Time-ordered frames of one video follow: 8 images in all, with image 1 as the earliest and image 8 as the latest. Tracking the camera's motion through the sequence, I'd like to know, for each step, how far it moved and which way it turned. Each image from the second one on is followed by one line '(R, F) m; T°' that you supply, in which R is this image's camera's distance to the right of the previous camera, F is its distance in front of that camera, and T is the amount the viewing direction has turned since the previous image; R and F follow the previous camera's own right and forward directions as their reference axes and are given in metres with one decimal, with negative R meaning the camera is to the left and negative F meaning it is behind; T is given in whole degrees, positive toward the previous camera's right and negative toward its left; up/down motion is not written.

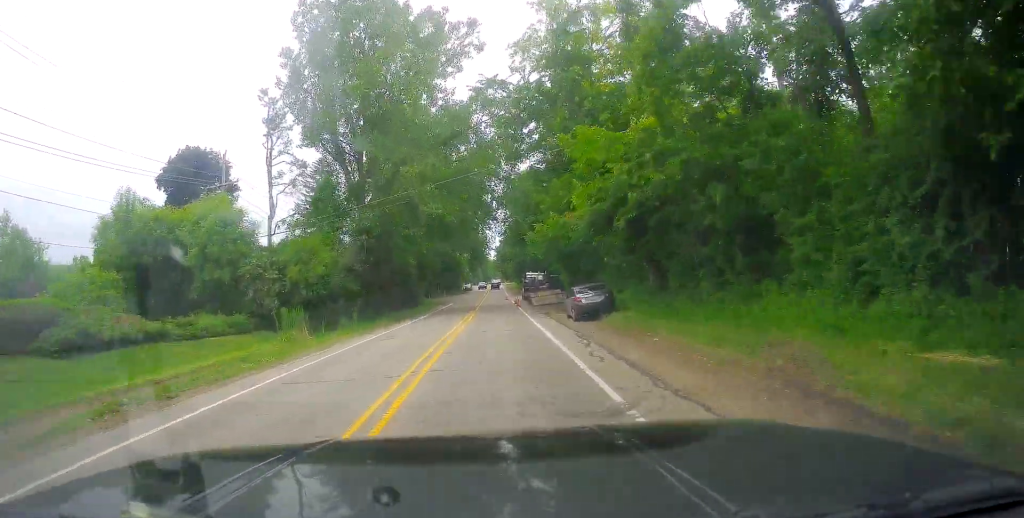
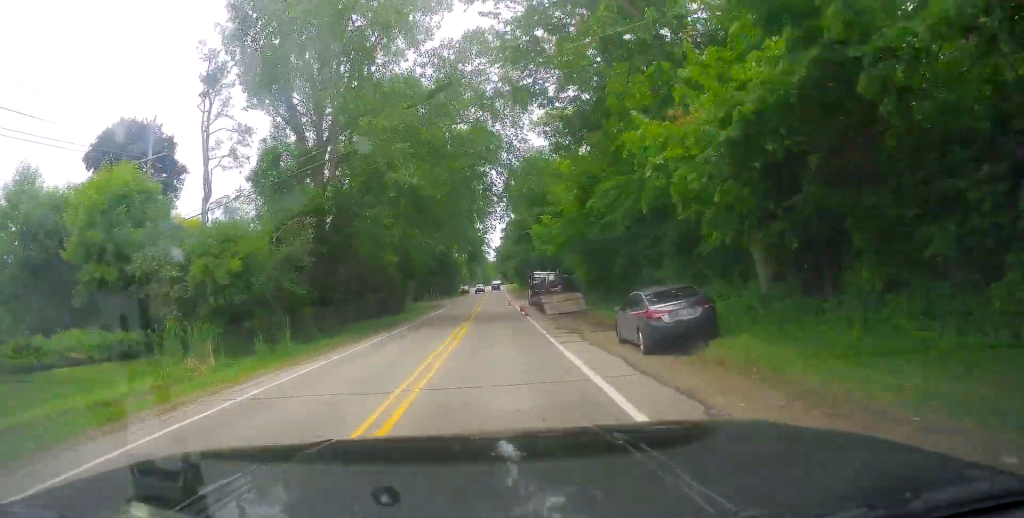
(+0.1, +11.4) m; +1°
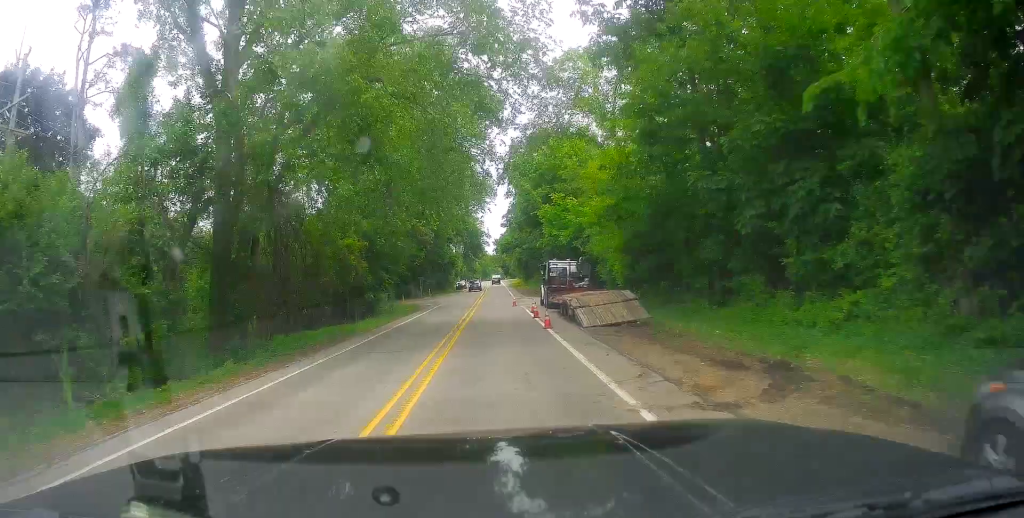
(+0.4, +13.2) m; -1°
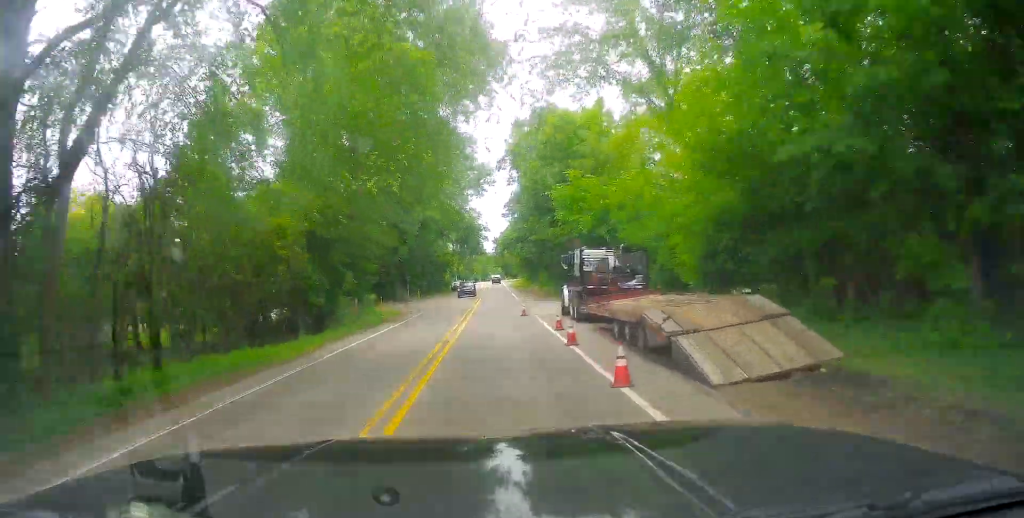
(-0.5, +11.8) m; 0°
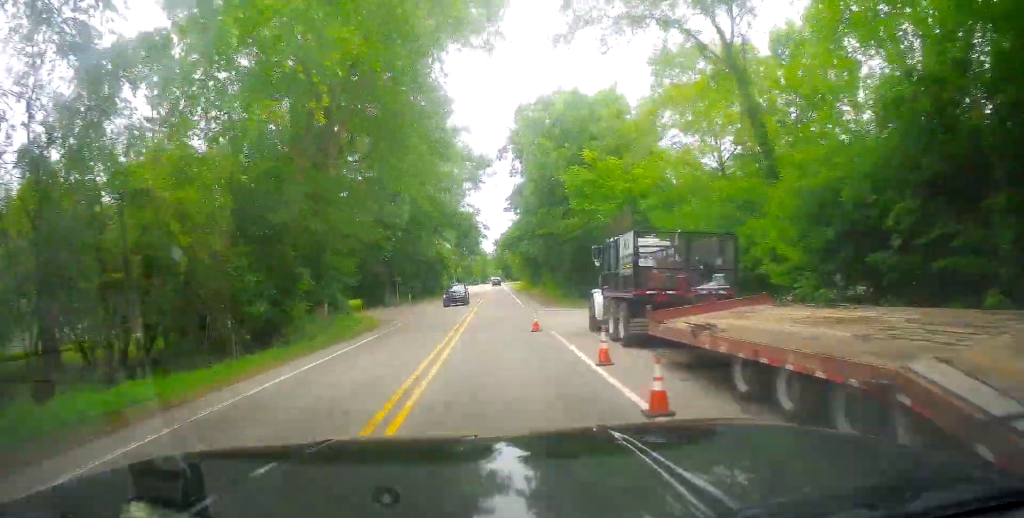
(-0.3, +7.6) m; 0°
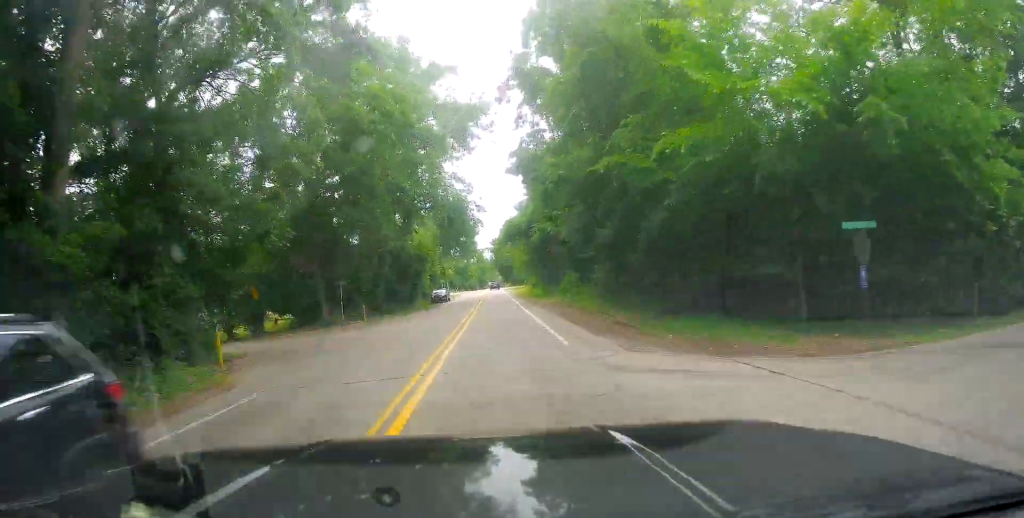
(+1.0, +22.2) m; +2°
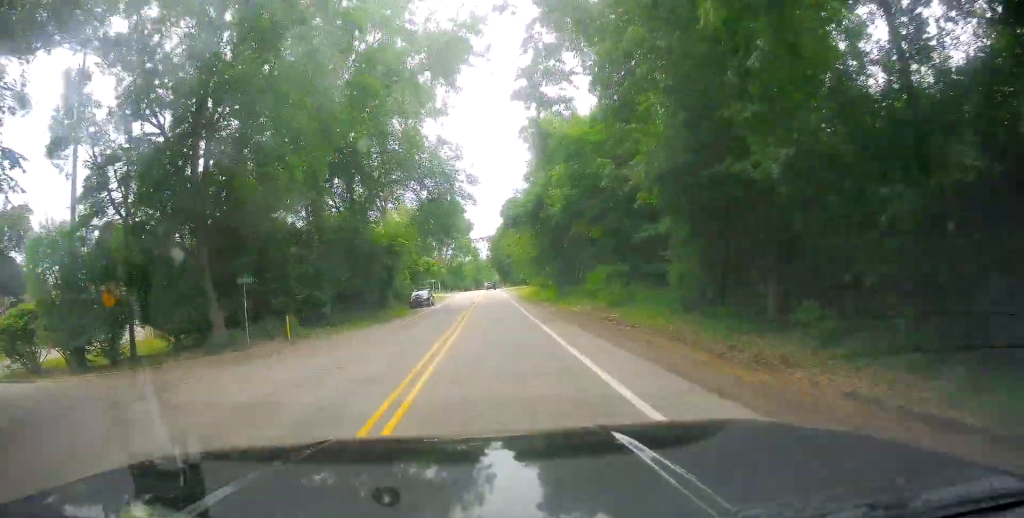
(-0.1, +15.2) m; -2°
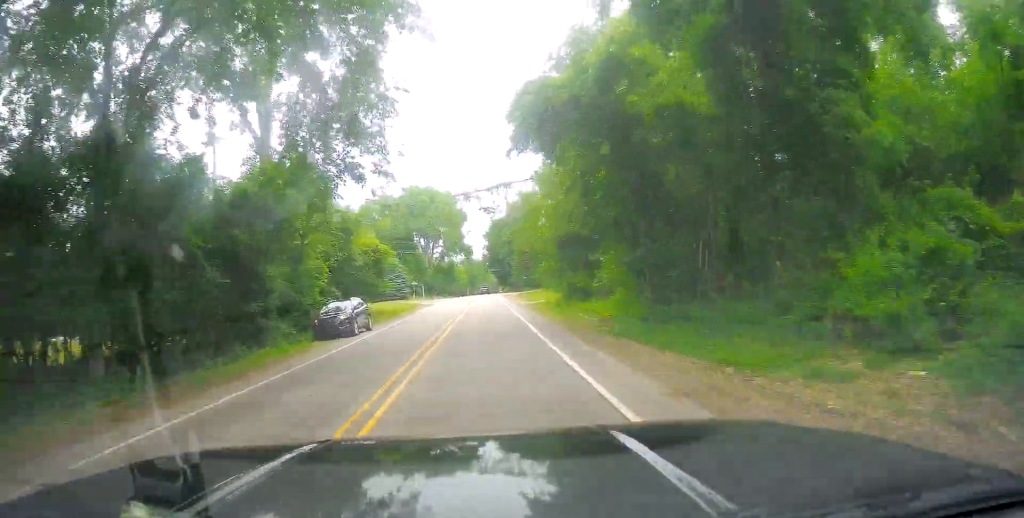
(-0.5, +27.6) m; -1°
